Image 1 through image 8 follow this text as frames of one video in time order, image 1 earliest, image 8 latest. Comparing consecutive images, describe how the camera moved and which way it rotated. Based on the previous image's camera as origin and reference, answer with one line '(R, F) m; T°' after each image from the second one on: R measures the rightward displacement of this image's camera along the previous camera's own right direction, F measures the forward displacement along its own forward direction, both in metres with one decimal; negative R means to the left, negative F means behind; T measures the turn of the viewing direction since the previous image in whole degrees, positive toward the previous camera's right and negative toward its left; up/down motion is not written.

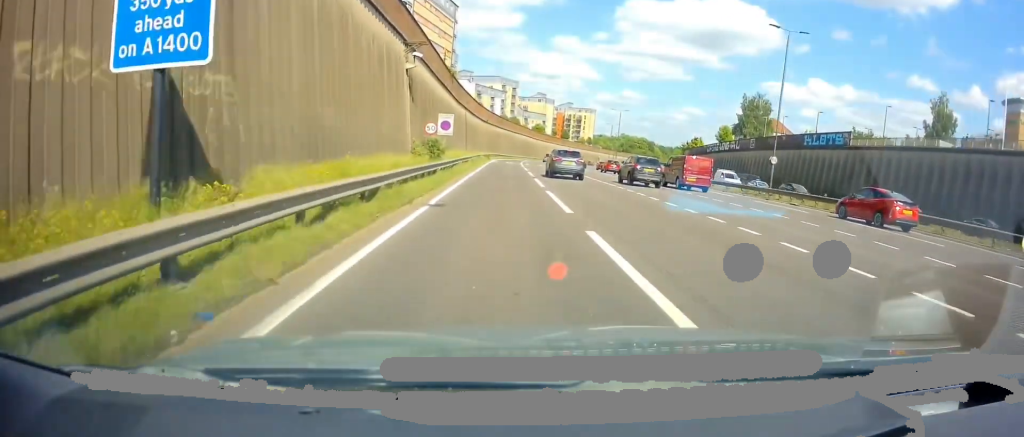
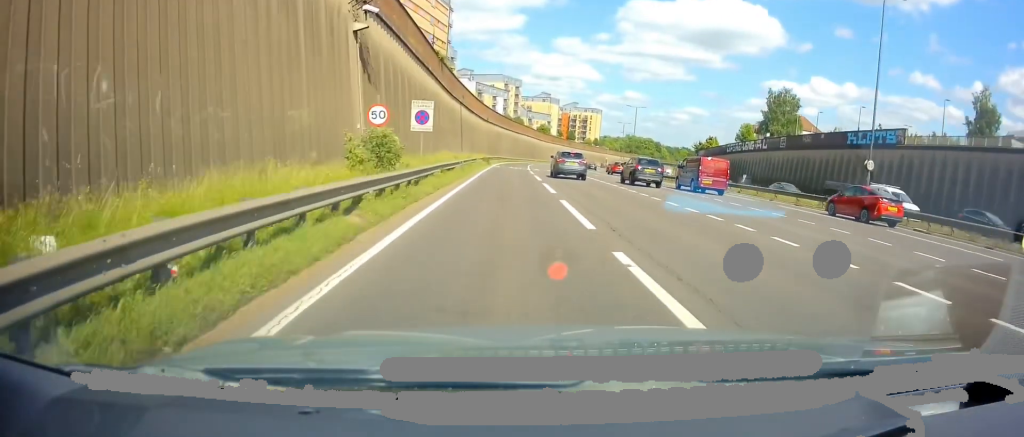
(-0.3, +12.2) m; 0°
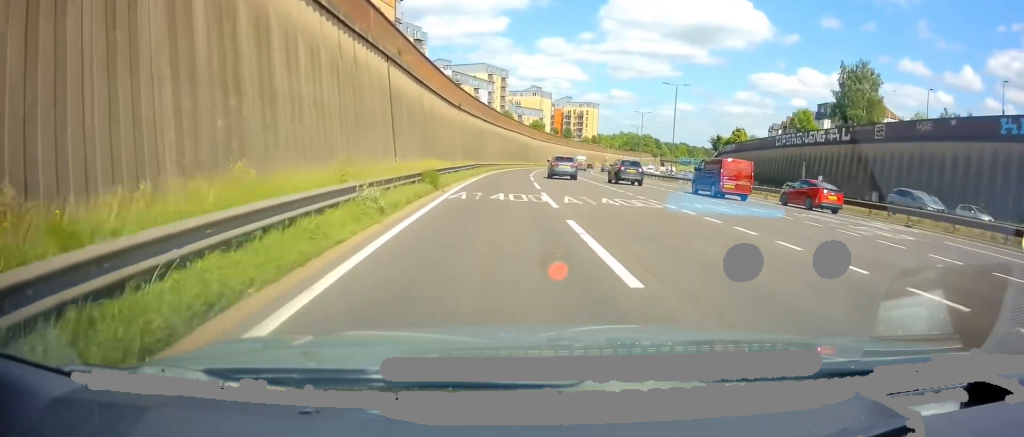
(0.0, +30.8) m; 0°
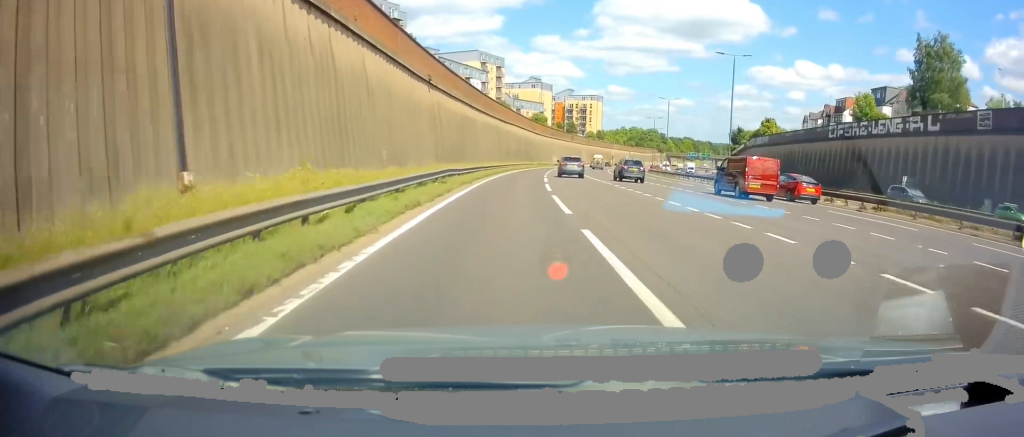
(-0.1, +19.5) m; +1°
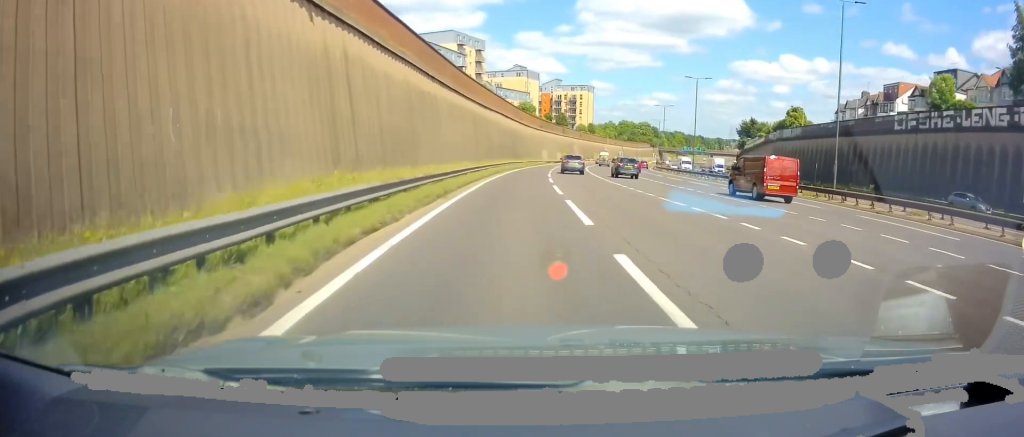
(+0.6, +20.7) m; +3°
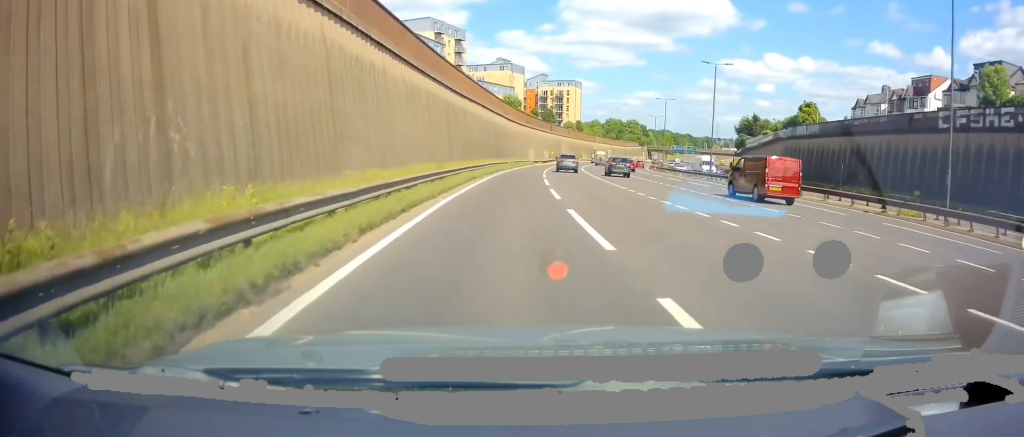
(+0.2, +11.6) m; +1°
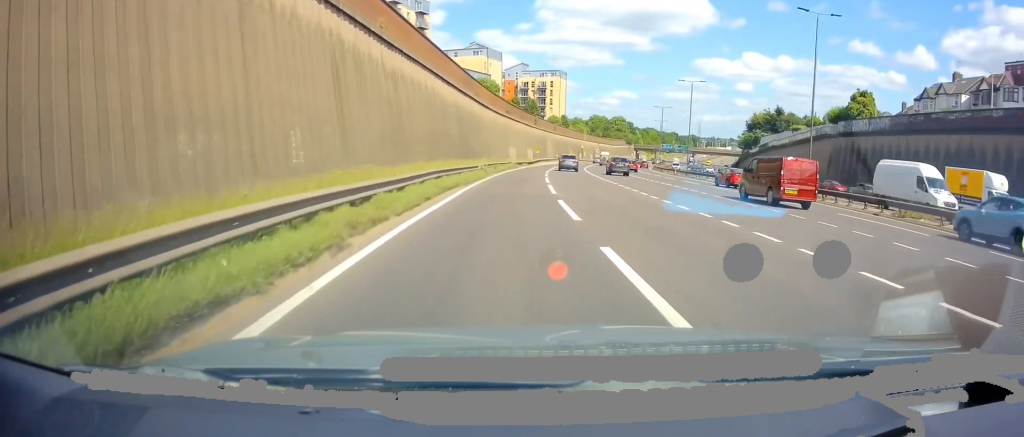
(+0.3, +24.1) m; +3°
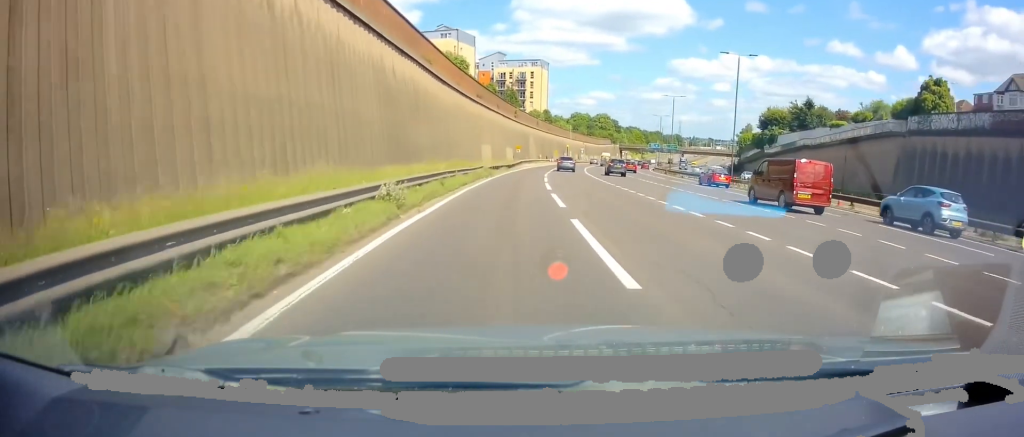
(+0.8, +21.7) m; +3°
